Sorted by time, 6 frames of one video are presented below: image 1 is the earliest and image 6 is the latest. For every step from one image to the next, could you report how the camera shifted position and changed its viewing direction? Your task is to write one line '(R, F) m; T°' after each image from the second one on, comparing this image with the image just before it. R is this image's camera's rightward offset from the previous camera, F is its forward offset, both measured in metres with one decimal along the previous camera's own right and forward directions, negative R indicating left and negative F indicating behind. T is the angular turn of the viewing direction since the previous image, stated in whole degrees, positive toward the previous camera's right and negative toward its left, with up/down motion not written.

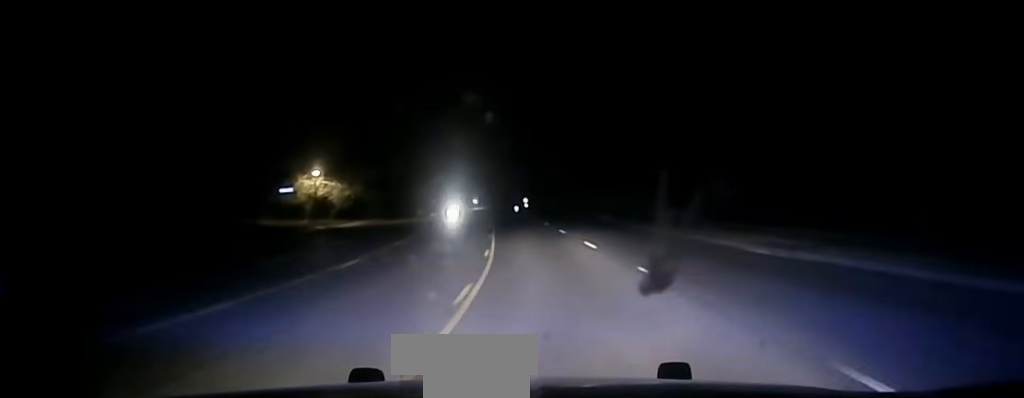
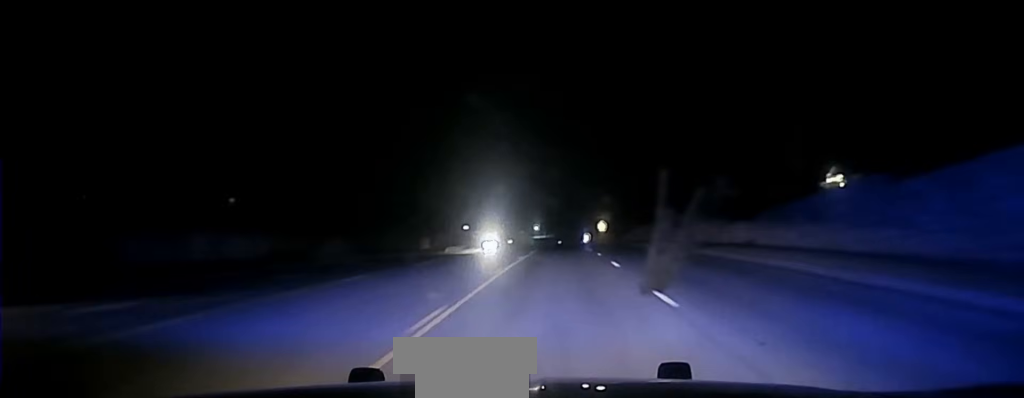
(-1.1, +65.1) m; -3°
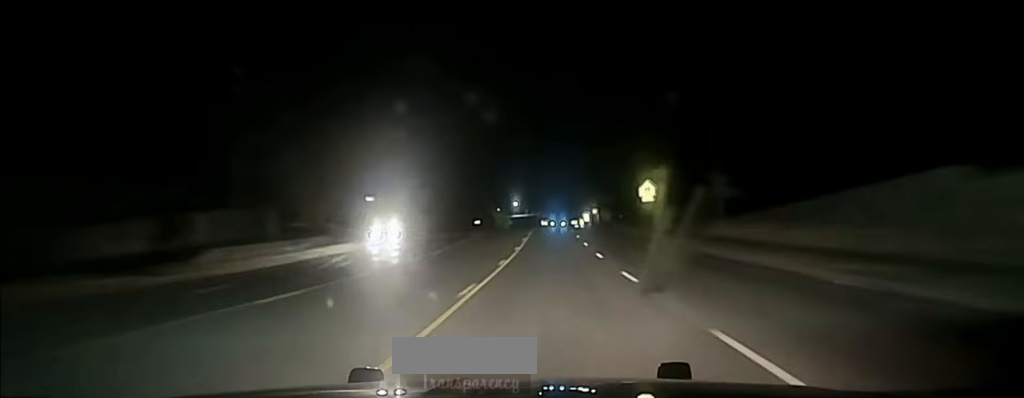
(-1.4, +78.2) m; -1°
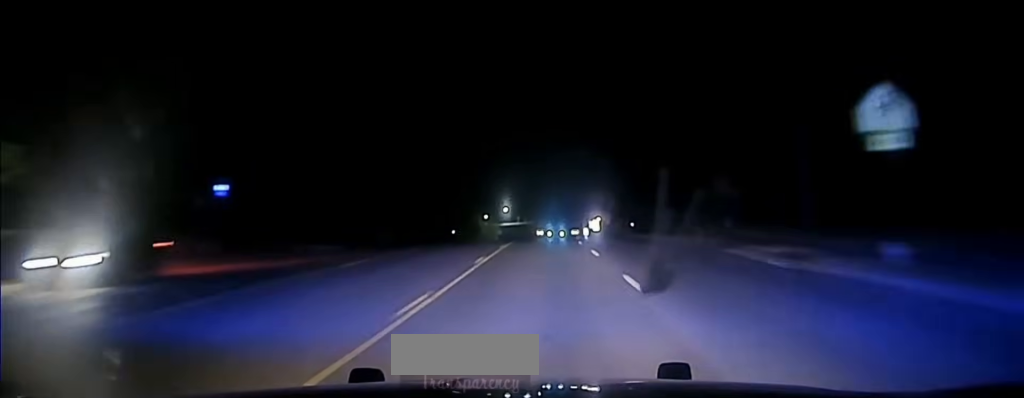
(+0.2, +45.8) m; 0°
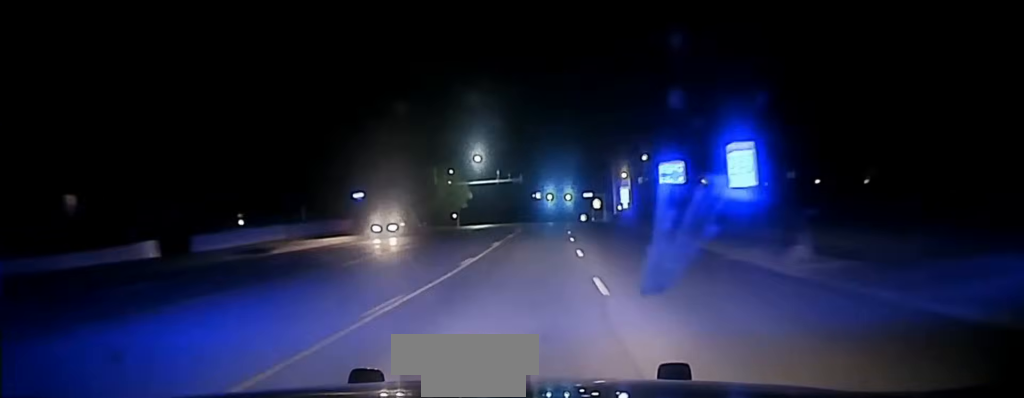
(+0.7, +89.1) m; 0°
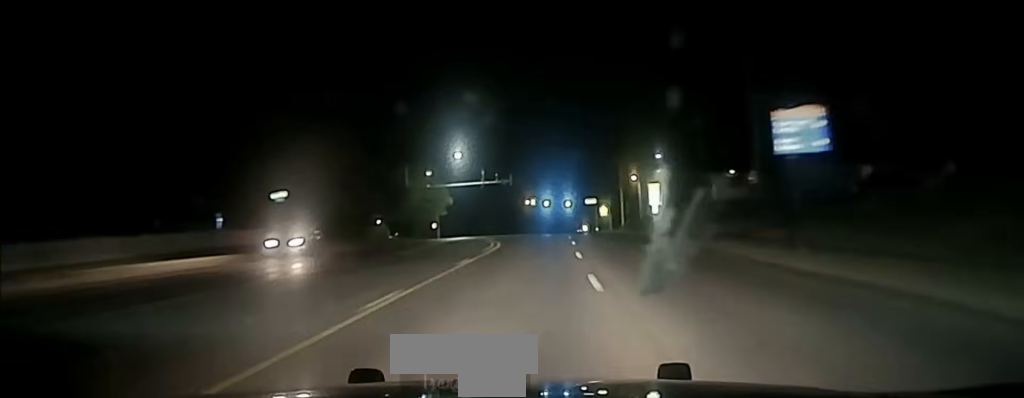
(0.0, +22.7) m; 0°
